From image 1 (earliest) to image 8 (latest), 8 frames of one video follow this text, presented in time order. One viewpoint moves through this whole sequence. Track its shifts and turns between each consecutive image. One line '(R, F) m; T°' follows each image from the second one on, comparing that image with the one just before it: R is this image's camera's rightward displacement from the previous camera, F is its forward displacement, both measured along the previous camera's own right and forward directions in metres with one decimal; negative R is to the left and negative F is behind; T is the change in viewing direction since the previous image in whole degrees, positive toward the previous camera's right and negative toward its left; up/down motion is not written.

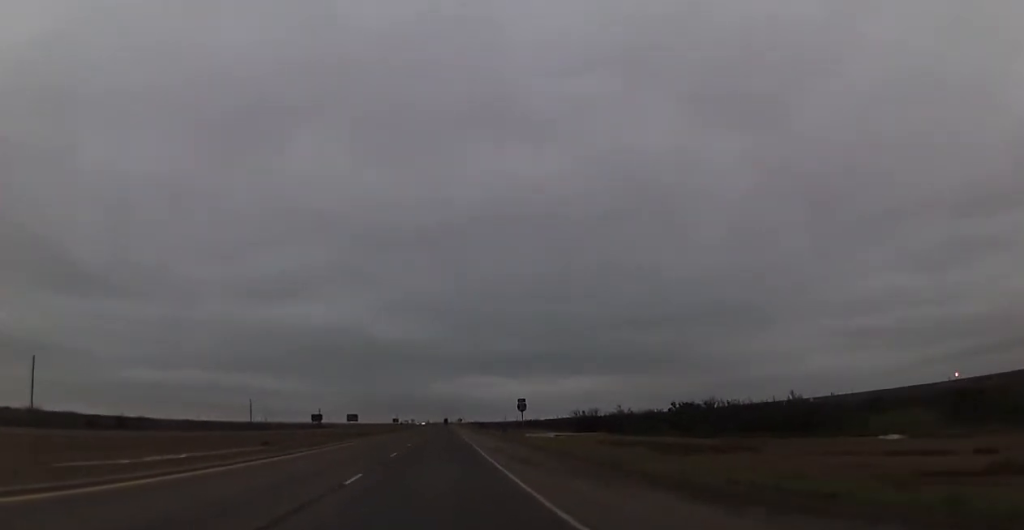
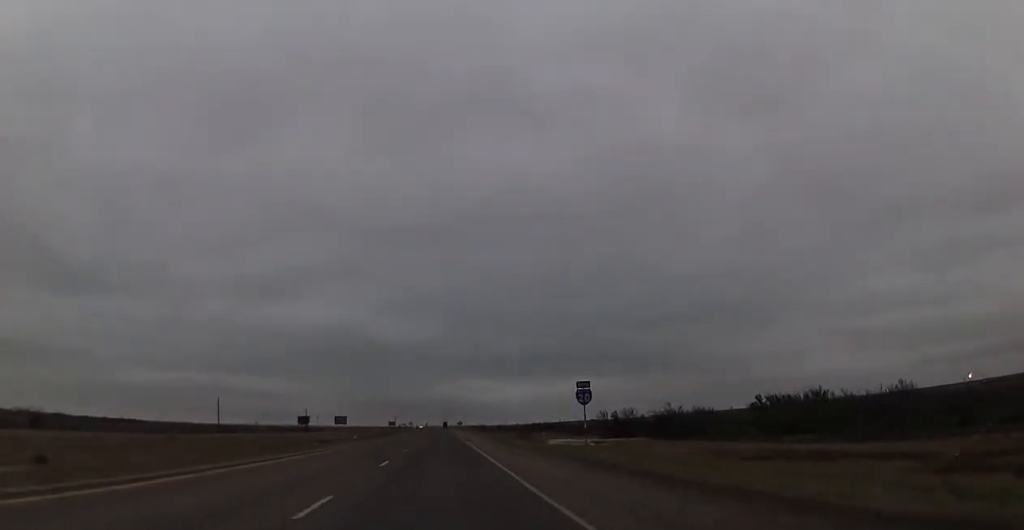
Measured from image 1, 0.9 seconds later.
(-0.1, +29.3) m; -1°
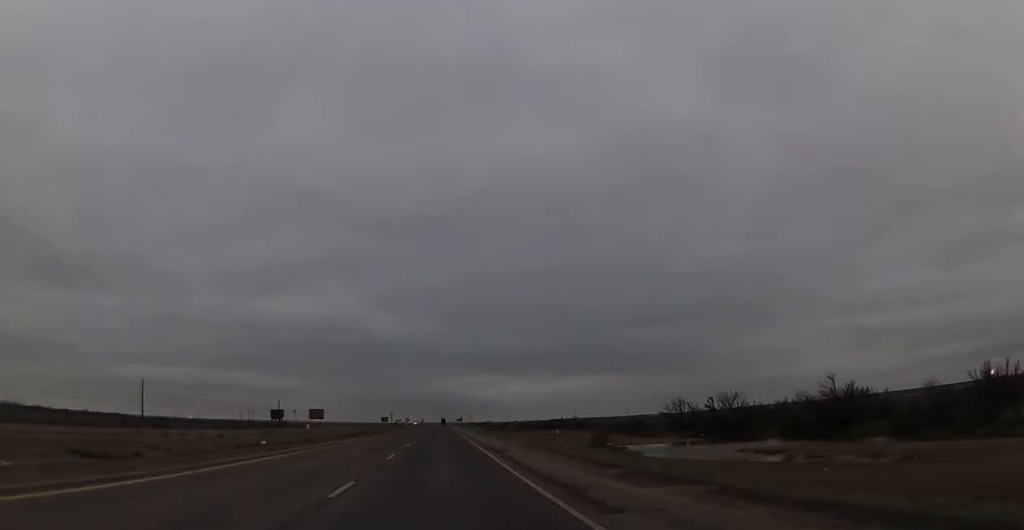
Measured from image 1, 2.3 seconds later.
(-0.5, +45.7) m; 0°
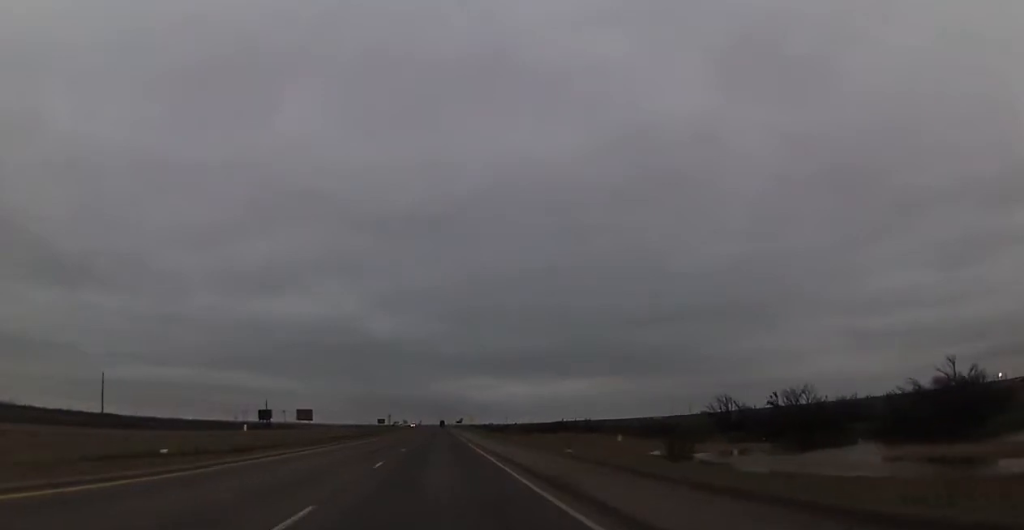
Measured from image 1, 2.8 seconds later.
(+0.2, +16.5) m; 0°
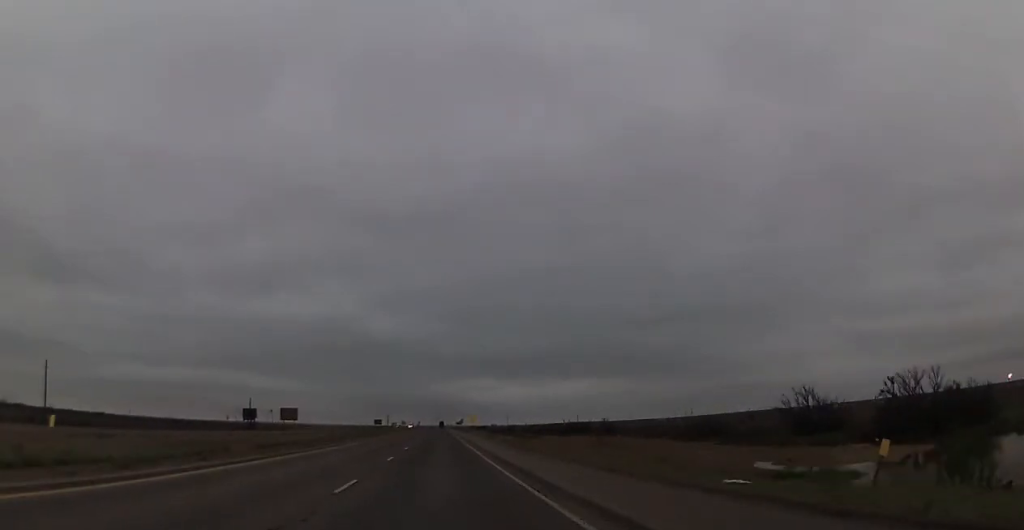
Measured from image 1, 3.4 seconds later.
(+0.4, +18.7) m; +1°
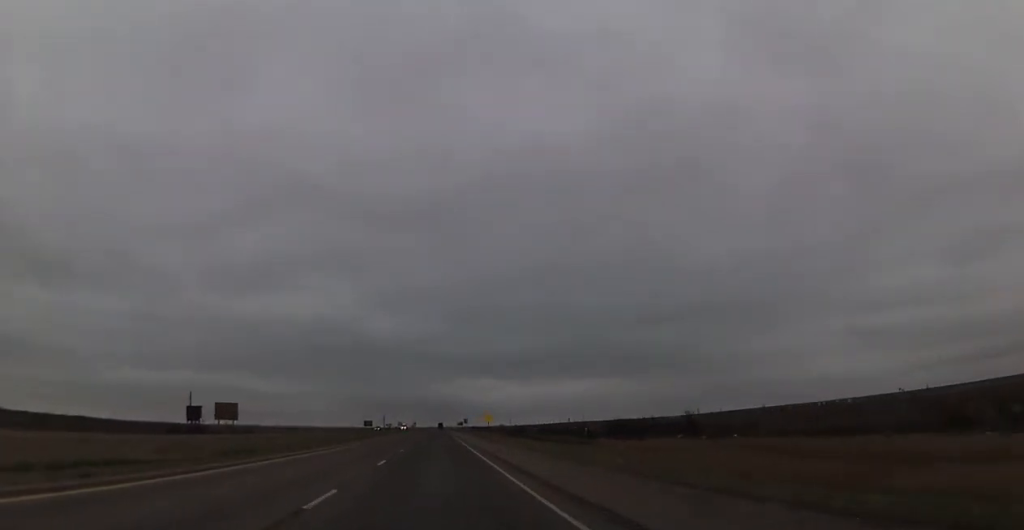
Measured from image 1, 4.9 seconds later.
(-0.7, +50.8) m; -1°
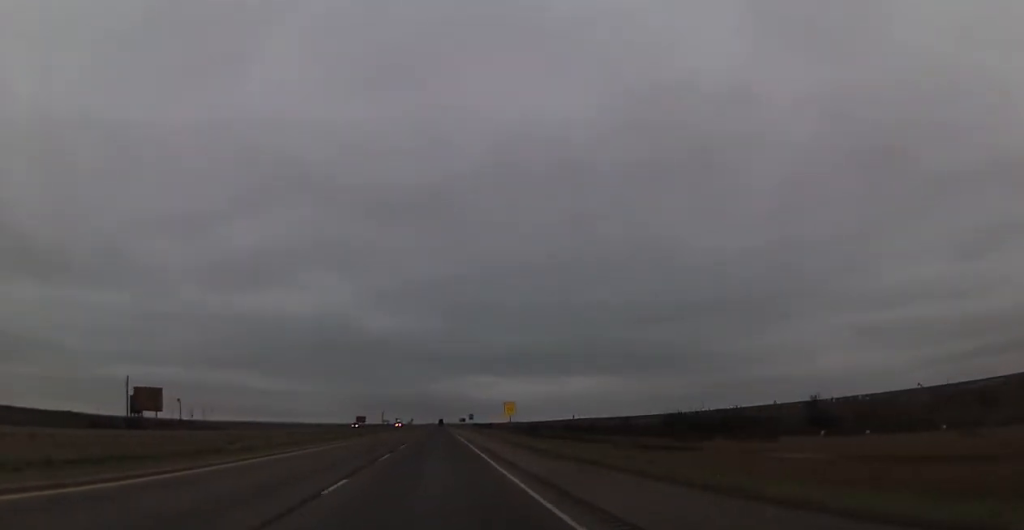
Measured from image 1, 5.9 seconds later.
(+0.1, +34.3) m; +1°
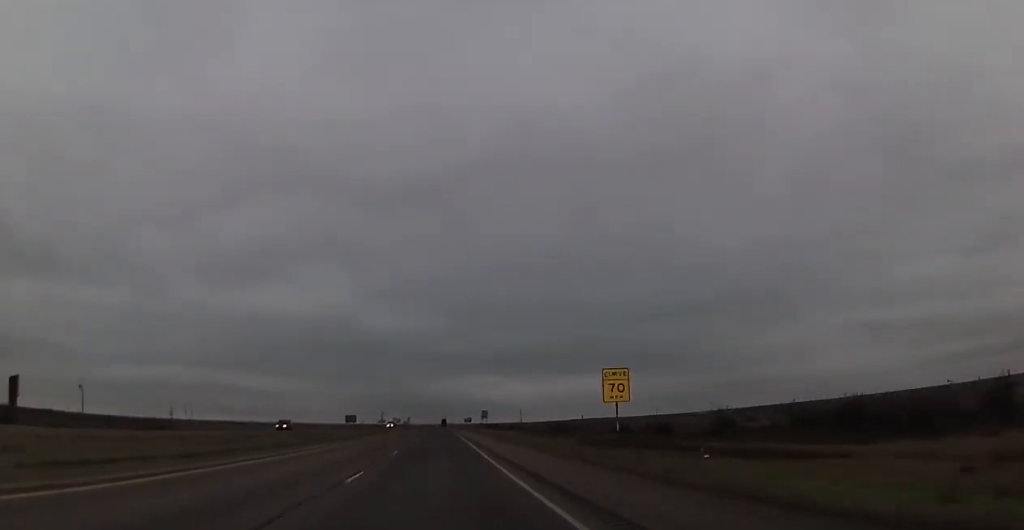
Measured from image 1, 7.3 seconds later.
(+0.4, +45.6) m; 0°
